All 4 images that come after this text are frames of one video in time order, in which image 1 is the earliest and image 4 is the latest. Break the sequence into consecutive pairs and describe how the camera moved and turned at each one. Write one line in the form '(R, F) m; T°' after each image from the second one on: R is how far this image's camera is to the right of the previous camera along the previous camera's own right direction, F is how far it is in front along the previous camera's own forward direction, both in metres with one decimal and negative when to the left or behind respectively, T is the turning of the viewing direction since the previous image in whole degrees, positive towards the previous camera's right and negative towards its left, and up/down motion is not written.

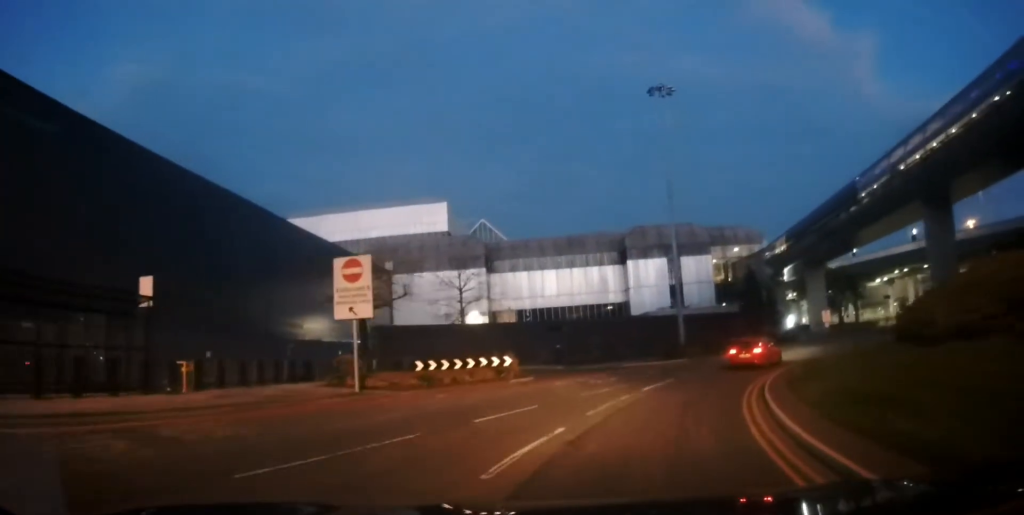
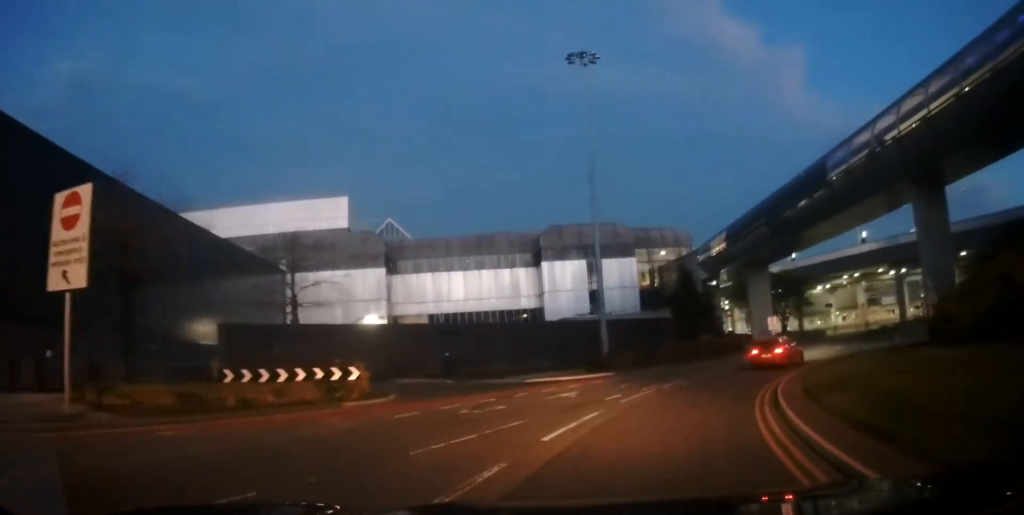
(+0.7, +9.2) m; +8°
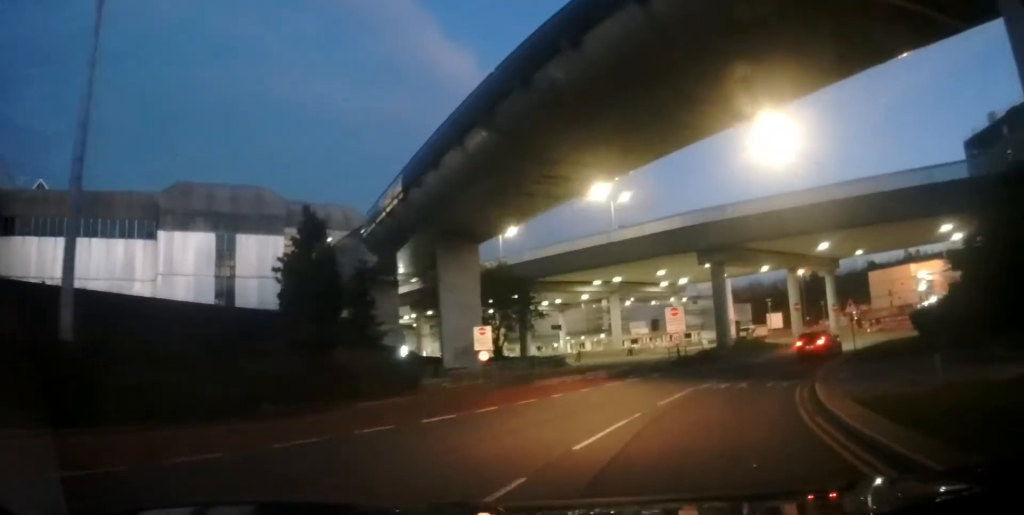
(+6.0, +27.2) m; +28°
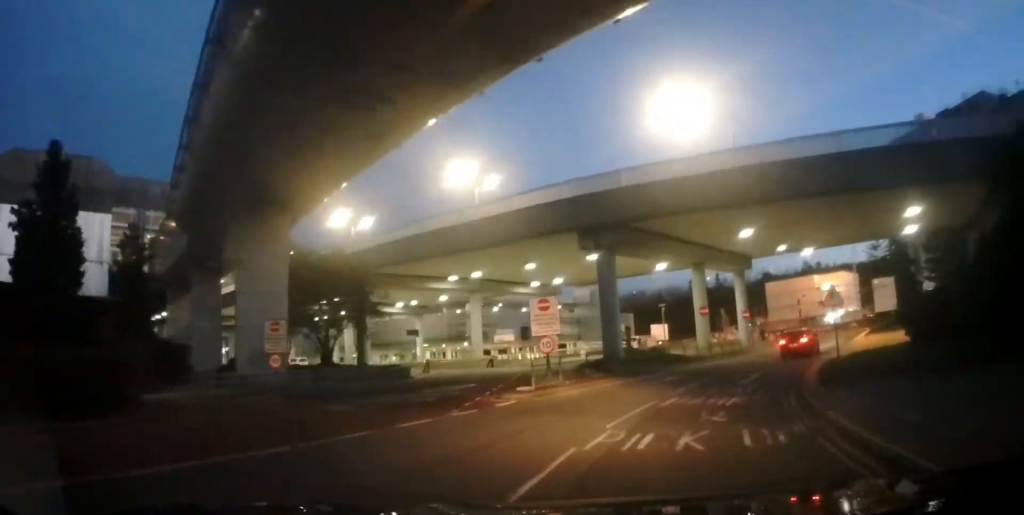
(+1.1, +9.9) m; +13°
